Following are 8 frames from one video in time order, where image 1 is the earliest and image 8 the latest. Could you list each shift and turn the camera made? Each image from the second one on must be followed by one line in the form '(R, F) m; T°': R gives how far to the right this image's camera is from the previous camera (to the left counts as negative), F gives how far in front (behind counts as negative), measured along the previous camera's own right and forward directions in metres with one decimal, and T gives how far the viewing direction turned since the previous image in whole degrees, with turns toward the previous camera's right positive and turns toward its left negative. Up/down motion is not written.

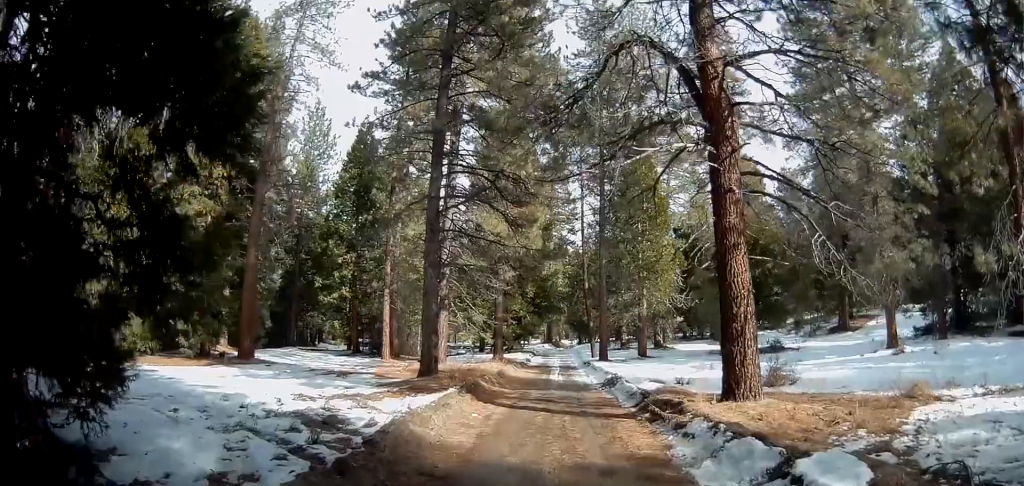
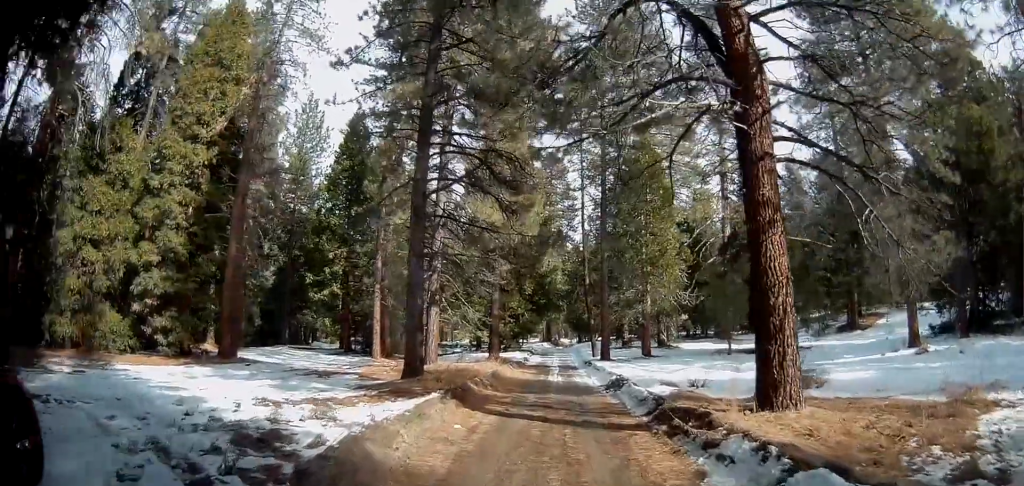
(-0.1, +1.9) m; 0°
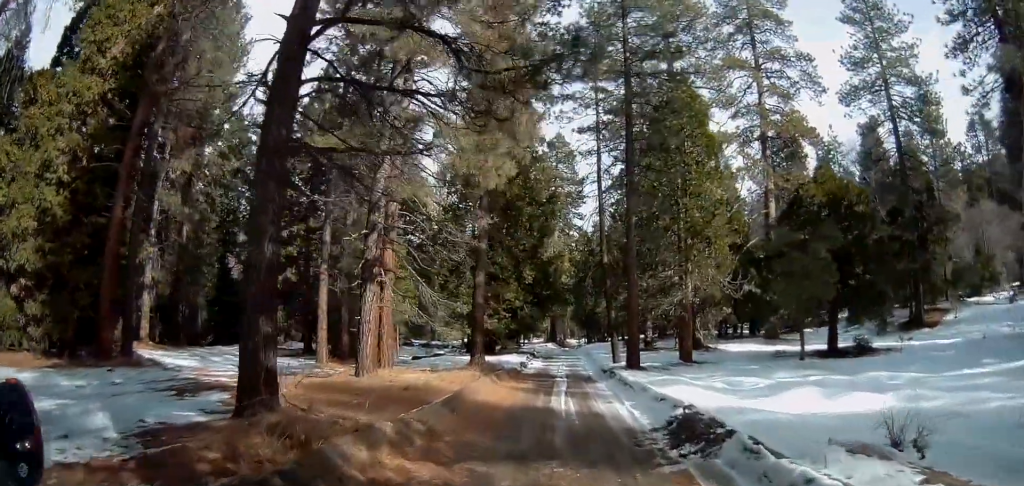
(+1.0, +10.7) m; +9°
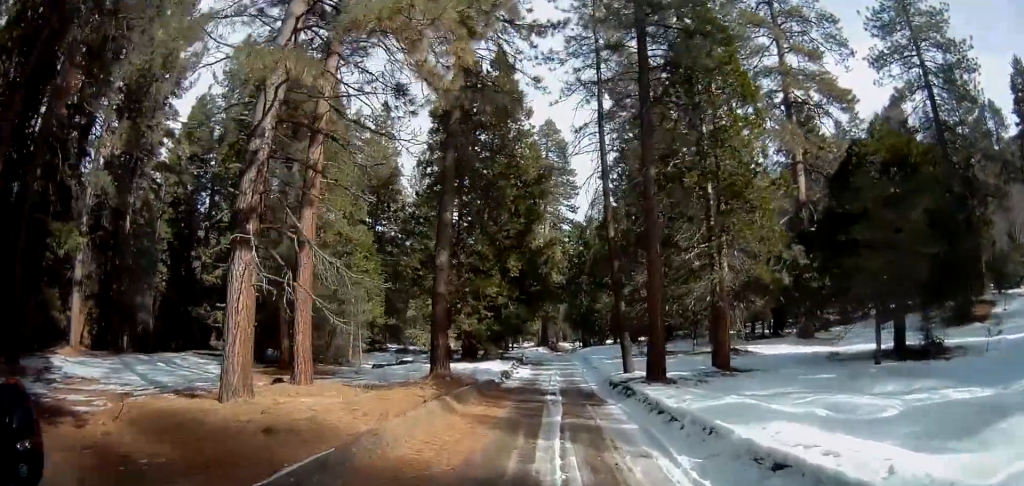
(+0.1, +7.9) m; -3°
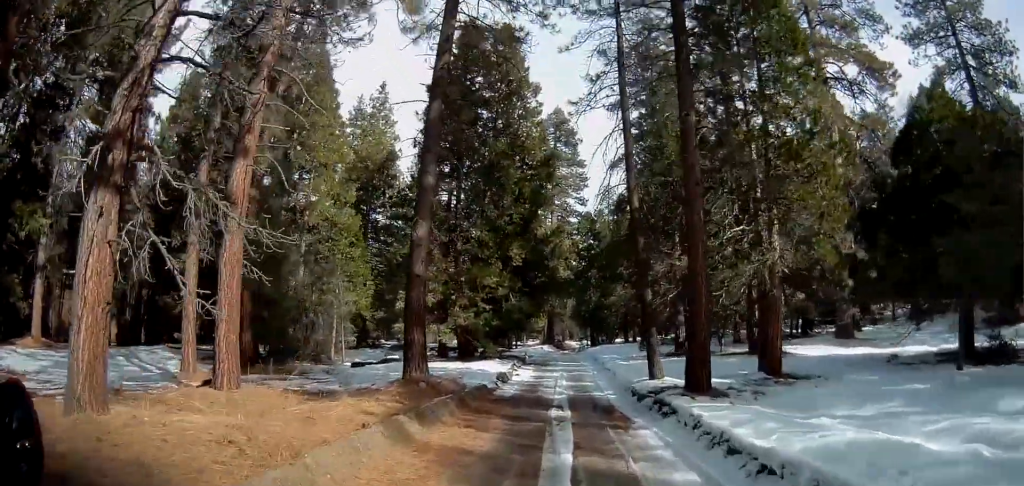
(-0.2, +4.6) m; +2°
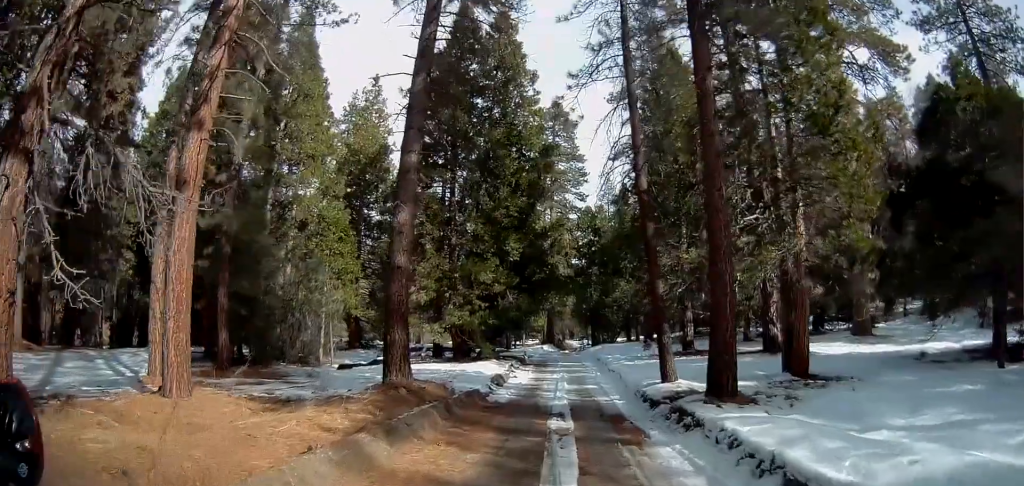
(0.0, +1.9) m; +2°
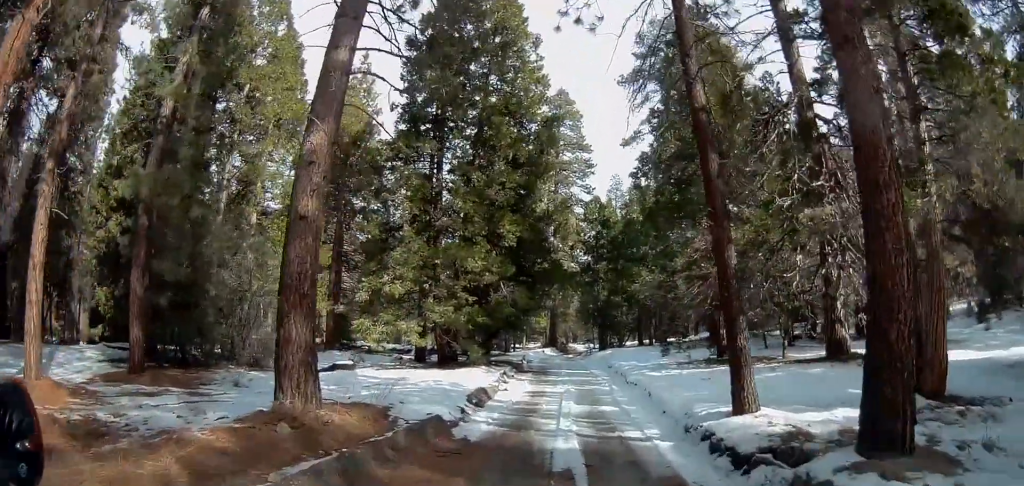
(+0.4, +5.8) m; +3°
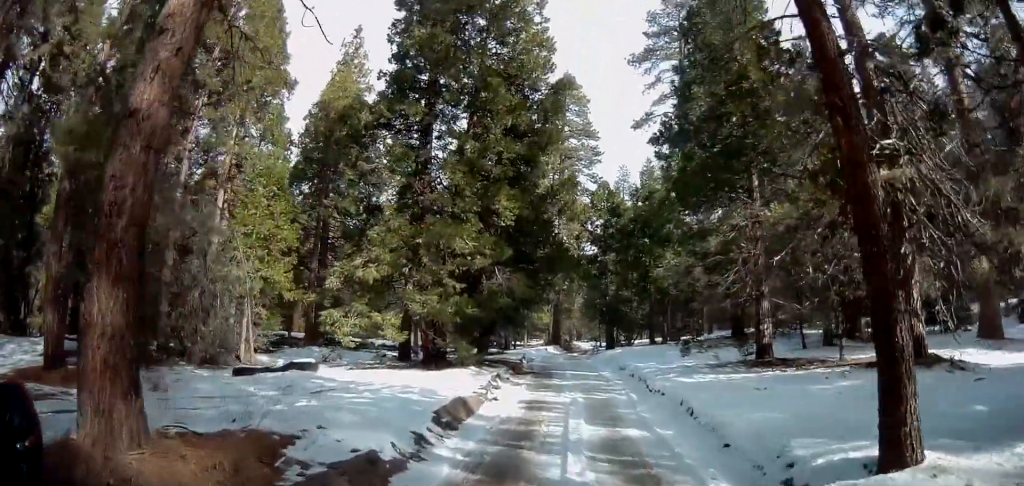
(-0.1, +4.5) m; -1°
